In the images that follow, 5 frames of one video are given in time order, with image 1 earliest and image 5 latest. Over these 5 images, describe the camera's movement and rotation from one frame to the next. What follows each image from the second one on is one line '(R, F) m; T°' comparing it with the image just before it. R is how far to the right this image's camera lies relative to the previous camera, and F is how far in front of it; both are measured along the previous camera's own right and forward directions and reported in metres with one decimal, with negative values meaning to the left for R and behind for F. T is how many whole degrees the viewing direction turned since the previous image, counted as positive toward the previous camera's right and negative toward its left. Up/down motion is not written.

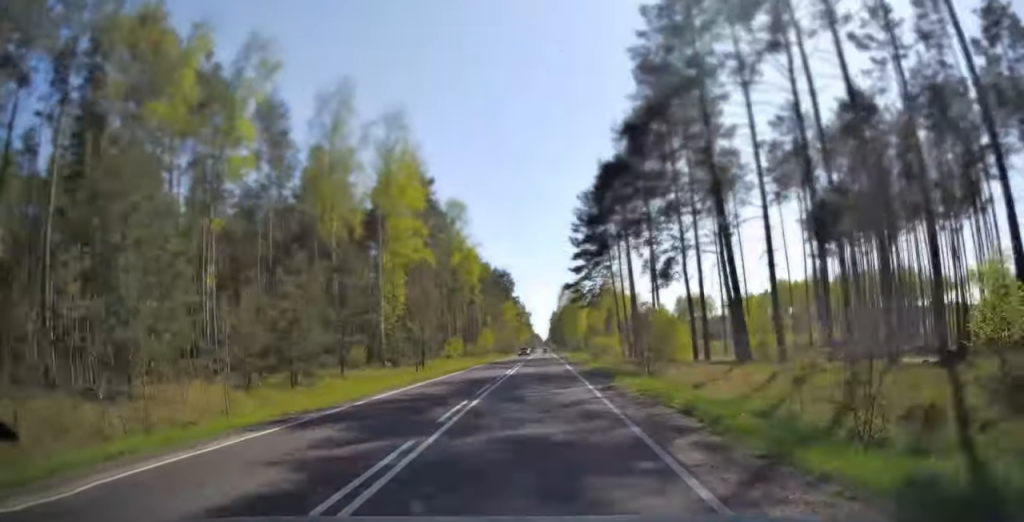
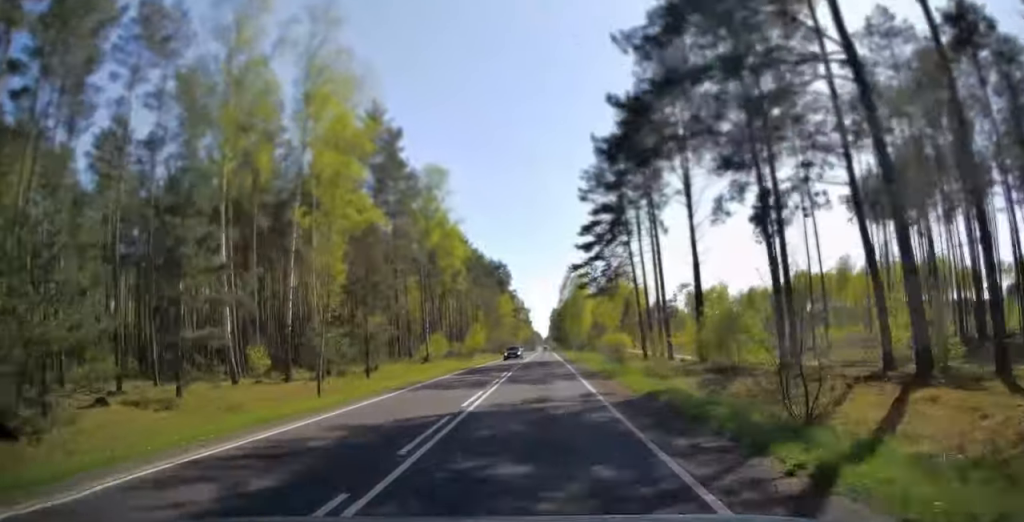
(0.0, +14.6) m; 0°
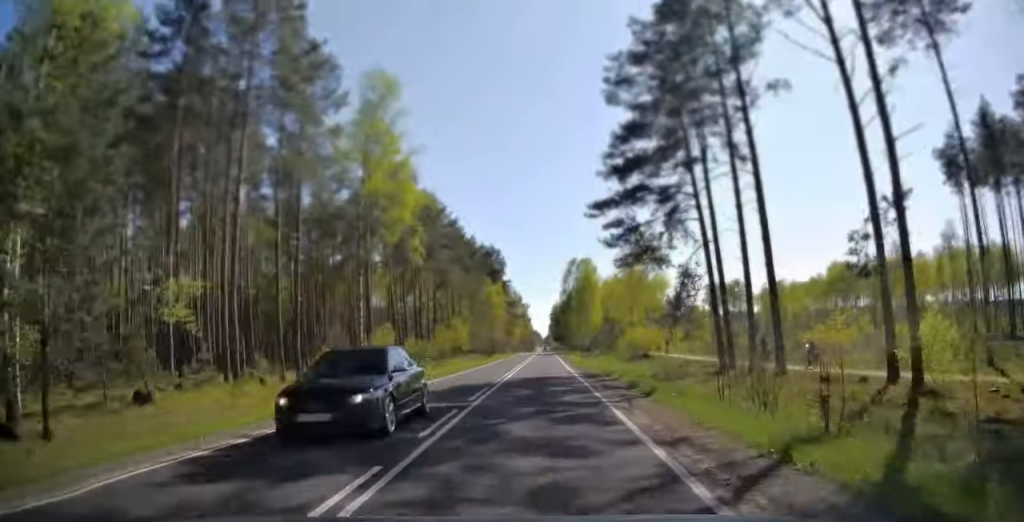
(0.0, +22.4) m; 0°
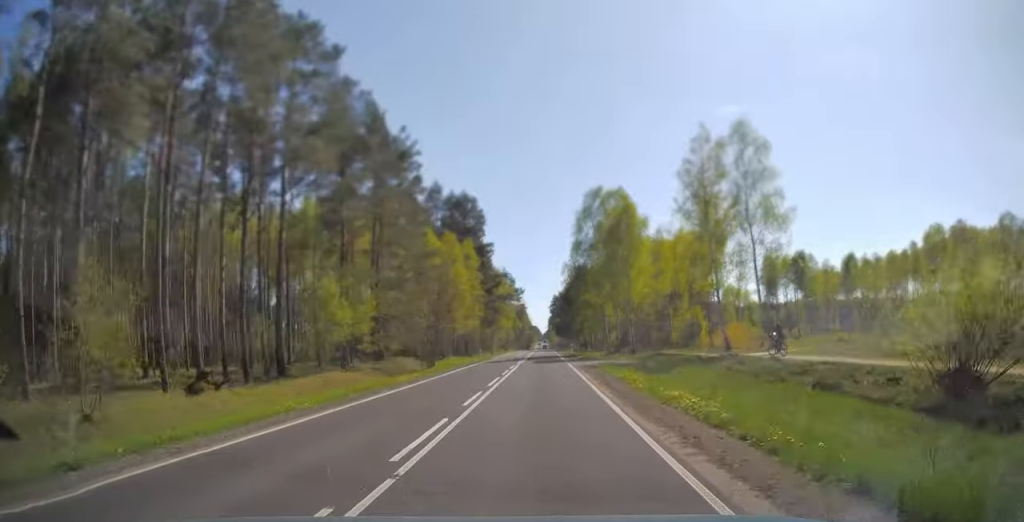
(-0.1, +43.3) m; 0°
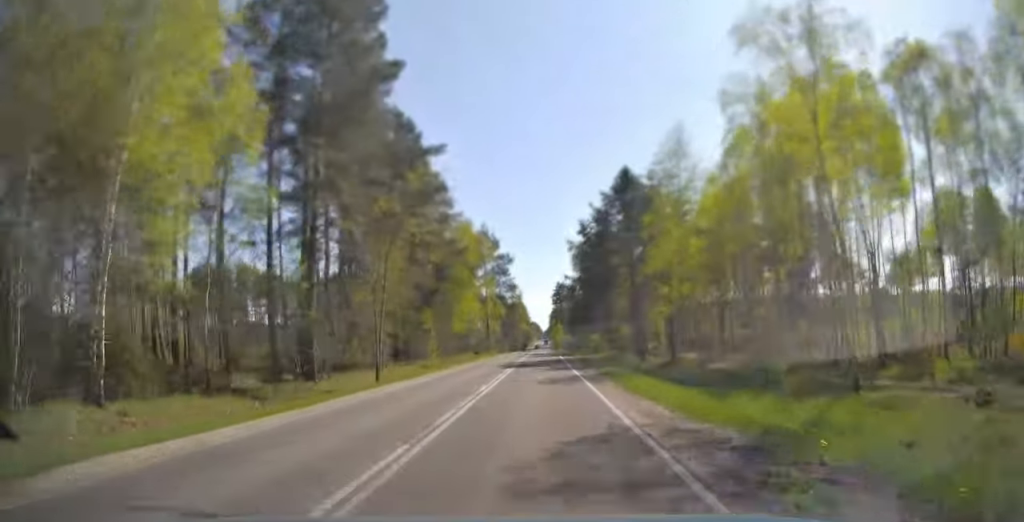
(0.0, +57.5) m; 0°
